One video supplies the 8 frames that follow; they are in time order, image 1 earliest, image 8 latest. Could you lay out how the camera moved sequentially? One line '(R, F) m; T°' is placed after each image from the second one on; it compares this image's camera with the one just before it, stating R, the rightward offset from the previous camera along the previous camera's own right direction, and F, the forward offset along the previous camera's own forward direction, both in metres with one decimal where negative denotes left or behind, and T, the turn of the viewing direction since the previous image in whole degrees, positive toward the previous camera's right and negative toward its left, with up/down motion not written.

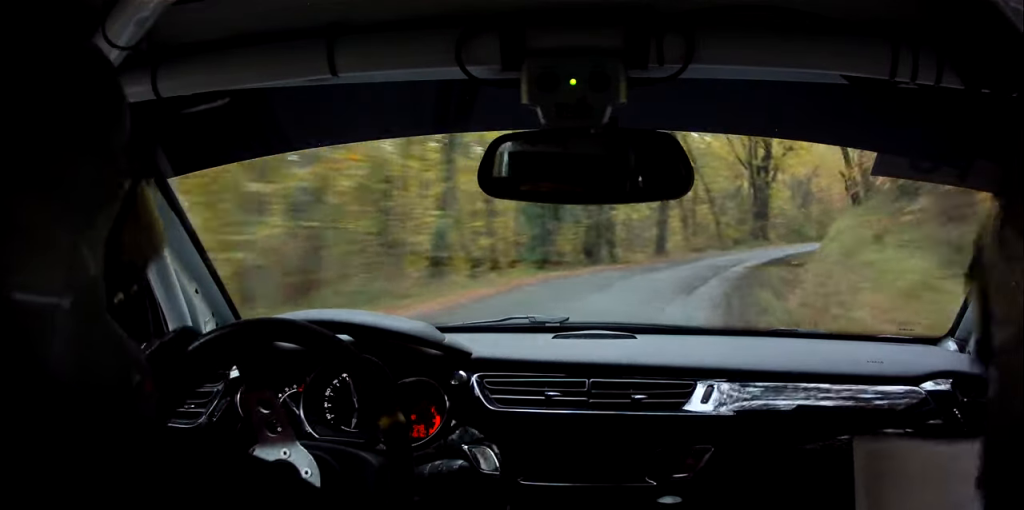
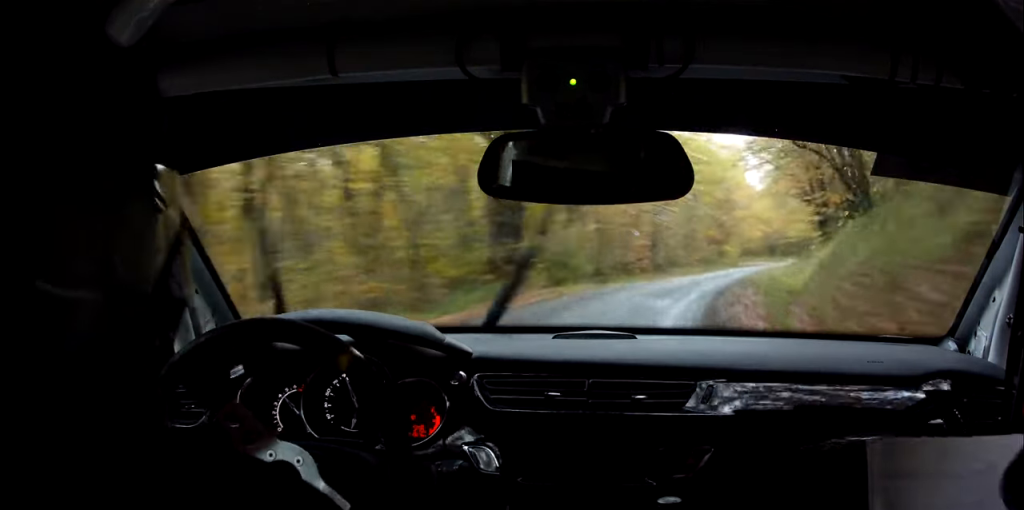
(+5.7, +28.6) m; +21°
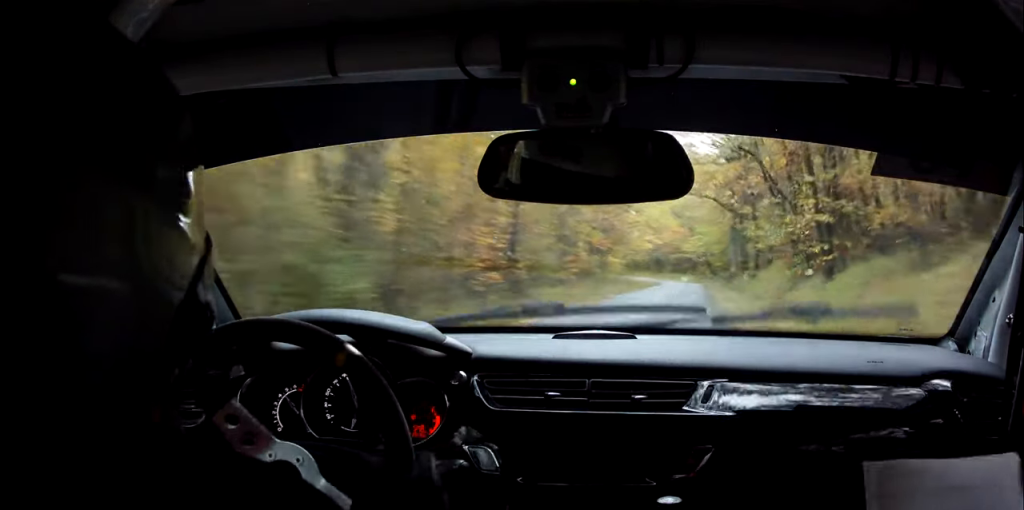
(+3.4, +22.6) m; +12°
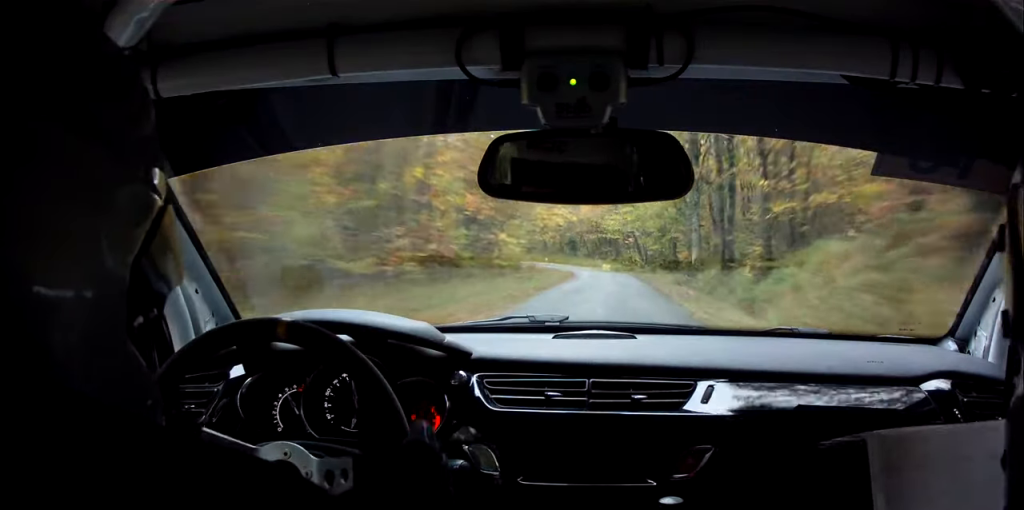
(+2.3, +25.5) m; +5°
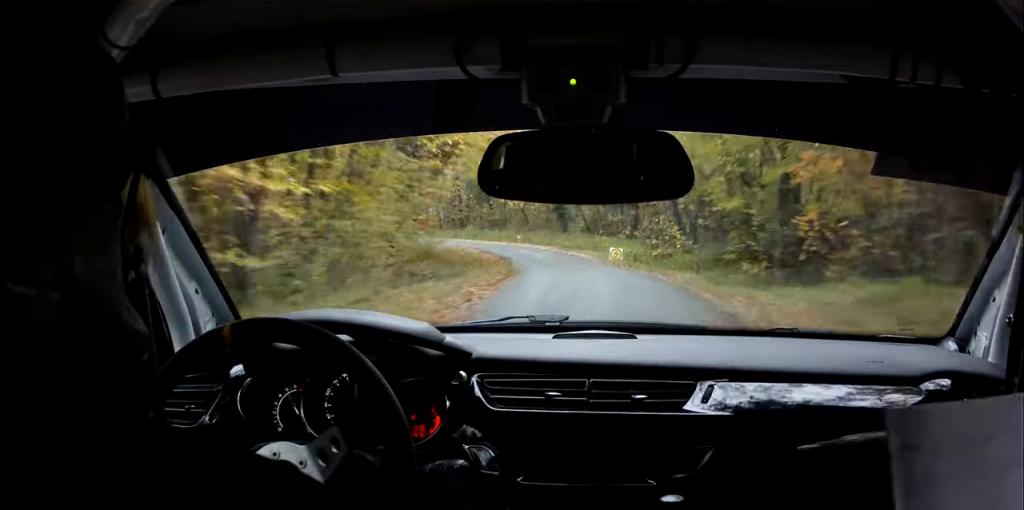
(+0.6, +35.5) m; 0°
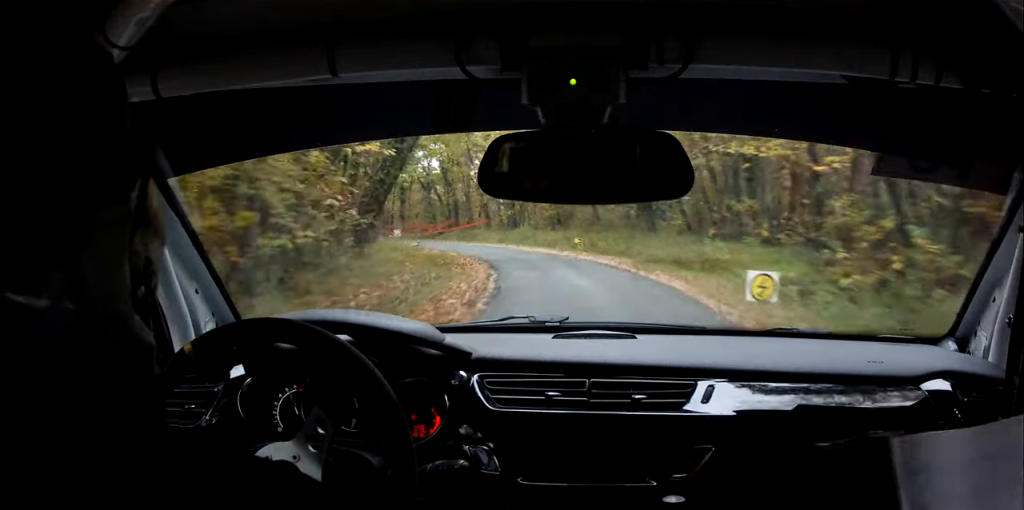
(-0.3, +21.2) m; -3°
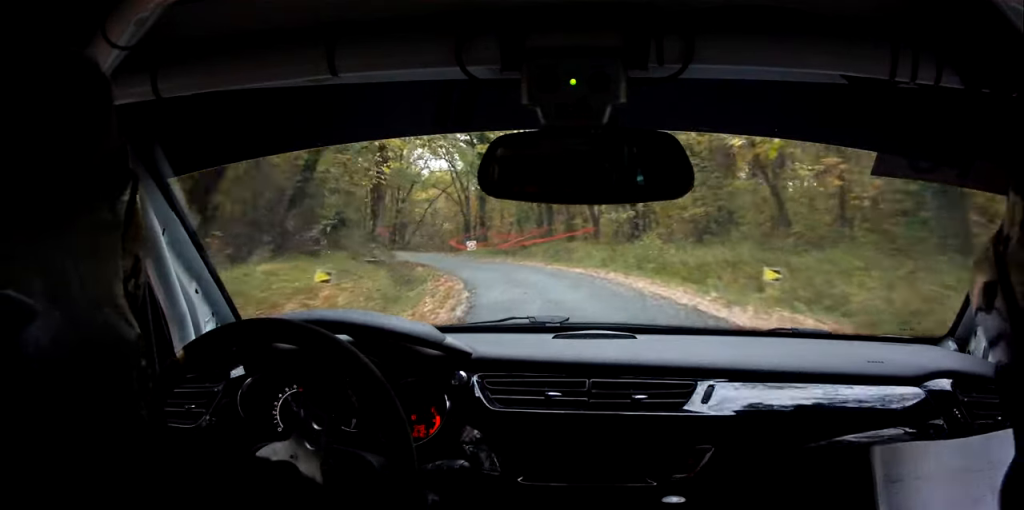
(-0.9, +21.8) m; -8°
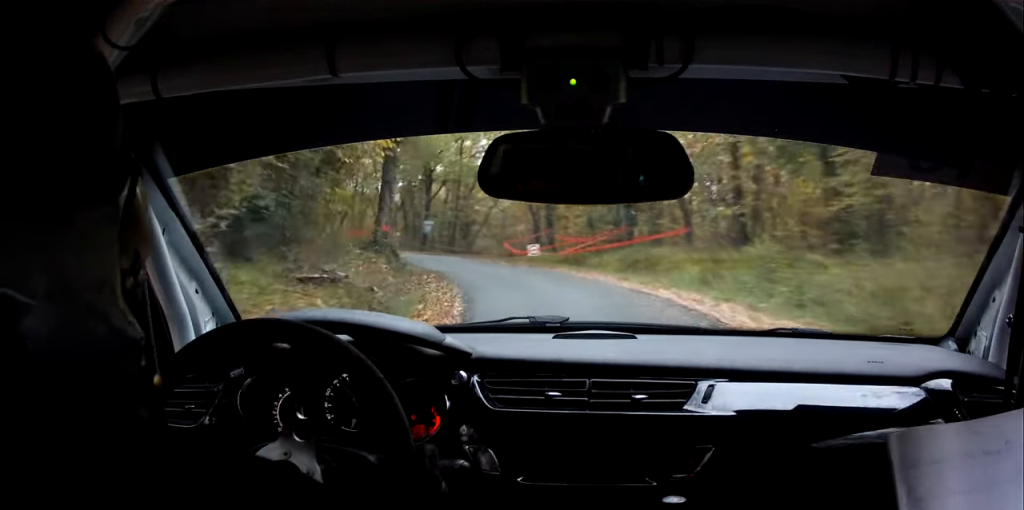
(-0.9, +8.3) m; -6°
